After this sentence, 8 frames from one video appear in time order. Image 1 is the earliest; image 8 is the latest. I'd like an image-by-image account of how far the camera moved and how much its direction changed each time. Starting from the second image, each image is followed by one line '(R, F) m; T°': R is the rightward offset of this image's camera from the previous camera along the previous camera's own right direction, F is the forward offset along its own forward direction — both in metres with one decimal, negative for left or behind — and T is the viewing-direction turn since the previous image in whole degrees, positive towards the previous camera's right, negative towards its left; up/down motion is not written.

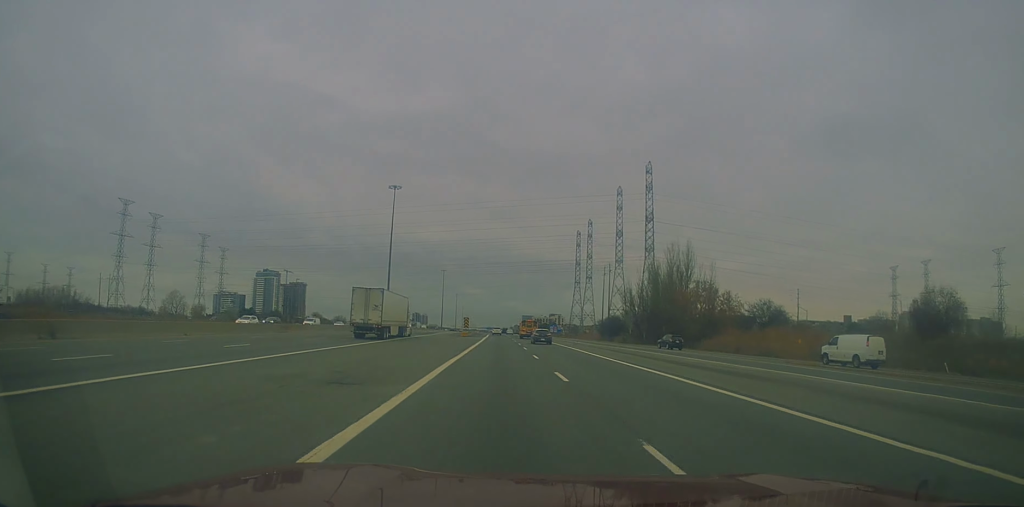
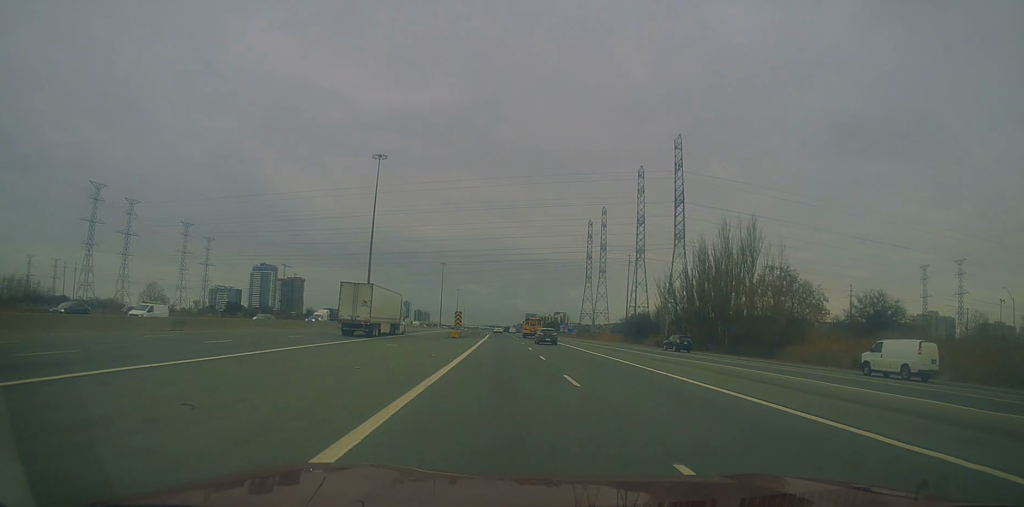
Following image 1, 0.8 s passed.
(-0.1, +25.4) m; -1°
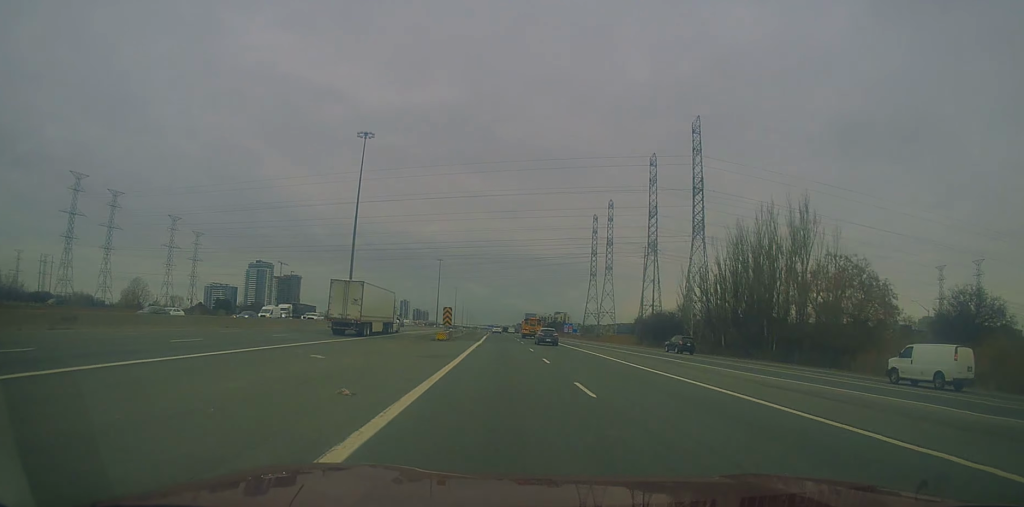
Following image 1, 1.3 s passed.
(0.0, +14.2) m; 0°
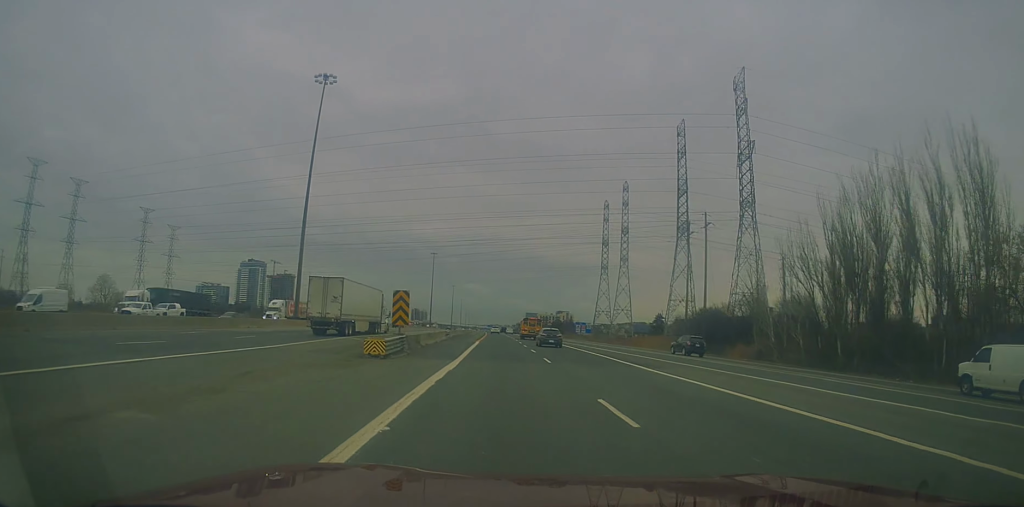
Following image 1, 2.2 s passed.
(-0.2, +27.6) m; +1°
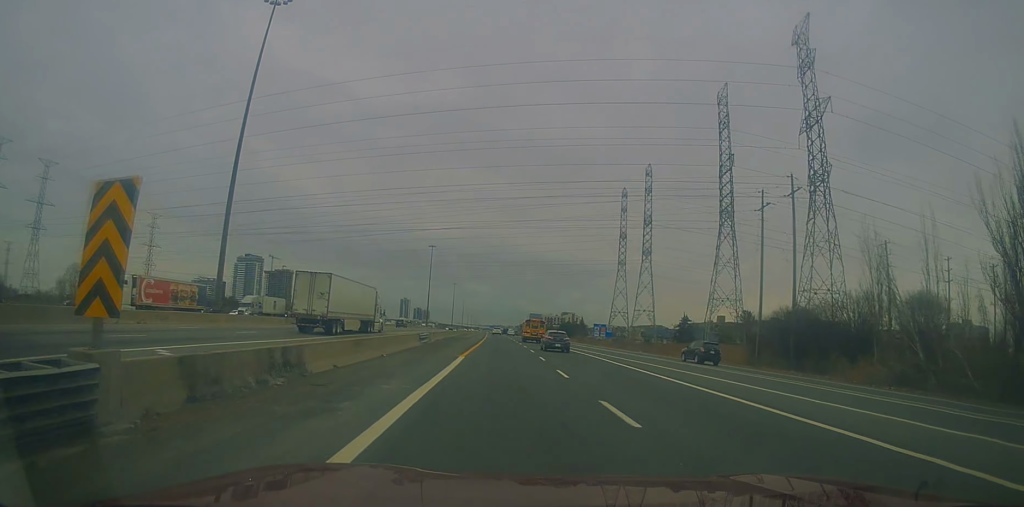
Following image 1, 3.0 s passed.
(+0.5, +24.5) m; 0°
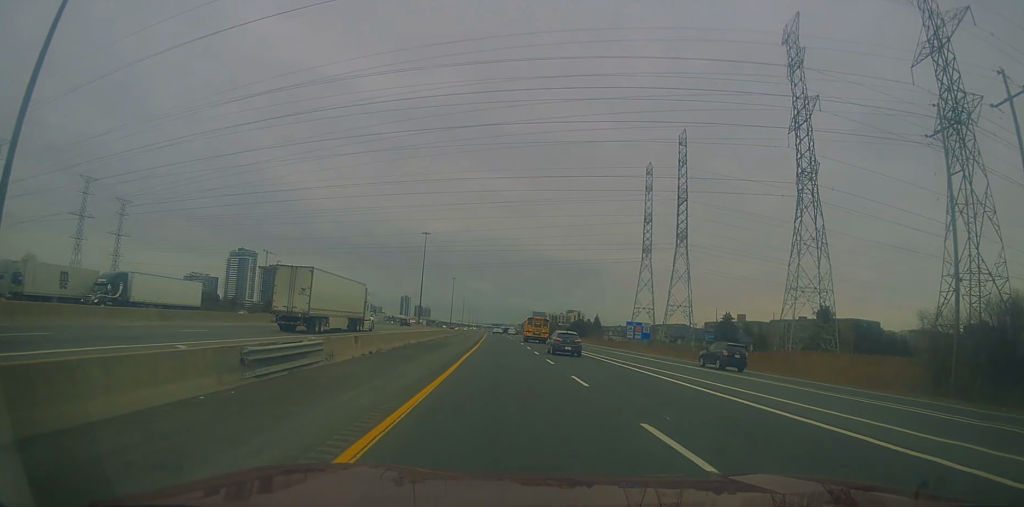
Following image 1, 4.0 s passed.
(-0.4, +30.6) m; -1°
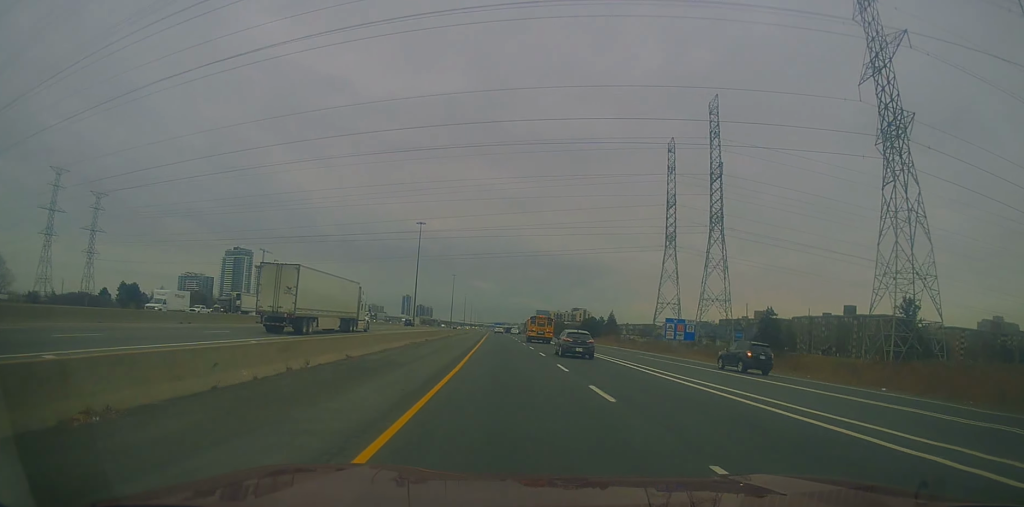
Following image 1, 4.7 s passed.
(-0.3, +21.5) m; 0°
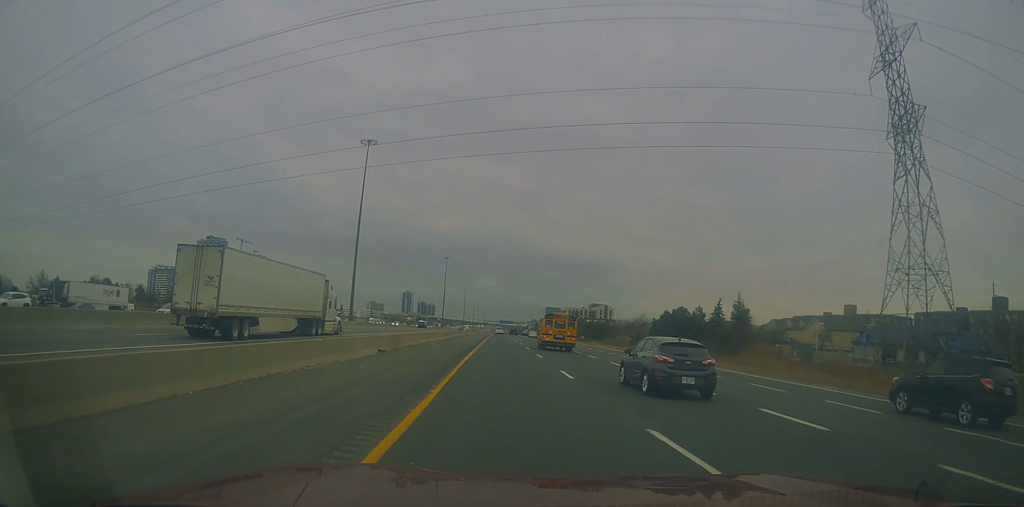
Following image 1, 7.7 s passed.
(+0.9, +92.0) m; 0°
